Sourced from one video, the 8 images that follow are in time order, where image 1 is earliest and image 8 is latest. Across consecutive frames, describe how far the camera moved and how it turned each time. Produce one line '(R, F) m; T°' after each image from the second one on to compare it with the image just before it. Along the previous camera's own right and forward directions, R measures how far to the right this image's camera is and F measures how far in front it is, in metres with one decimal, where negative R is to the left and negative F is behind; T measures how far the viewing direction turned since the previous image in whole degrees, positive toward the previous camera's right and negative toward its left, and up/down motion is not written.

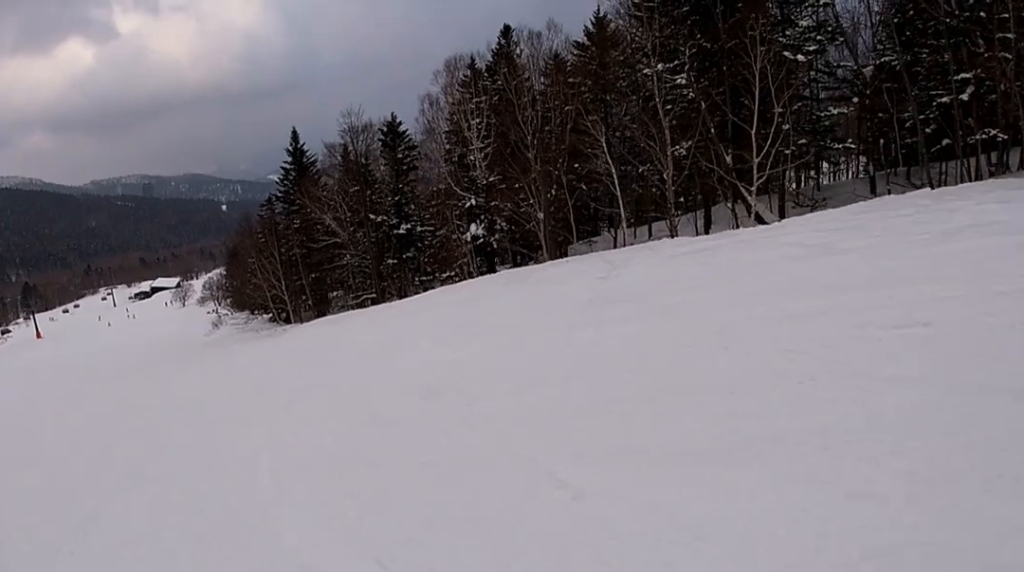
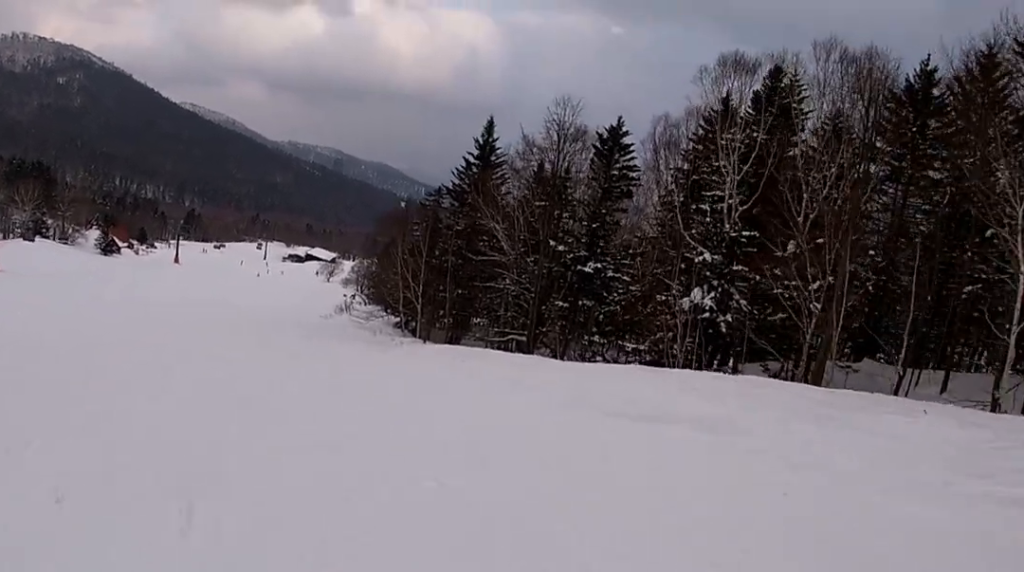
(0.0, +12.3) m; -10°
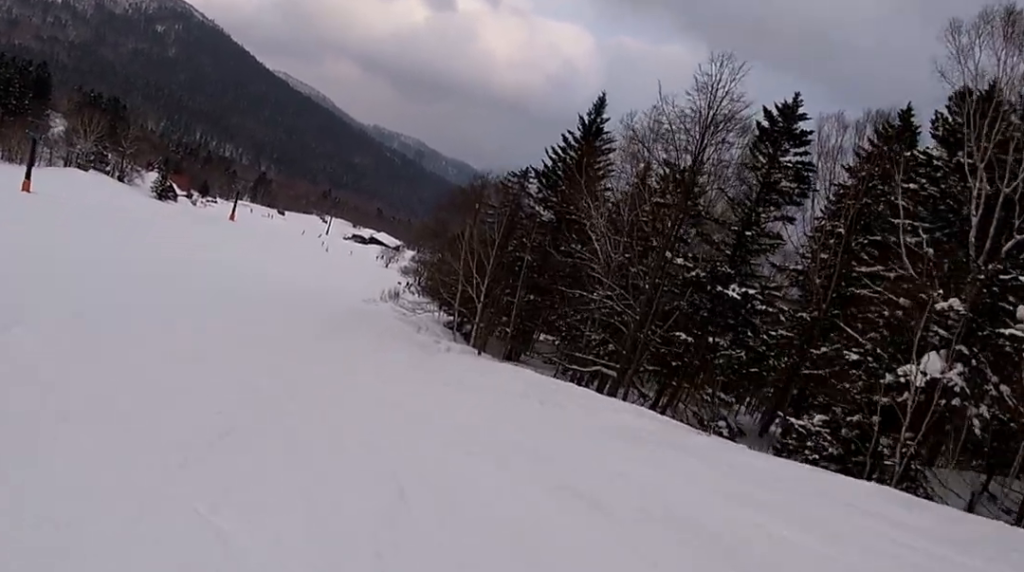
(-1.8, +10.9) m; -22°
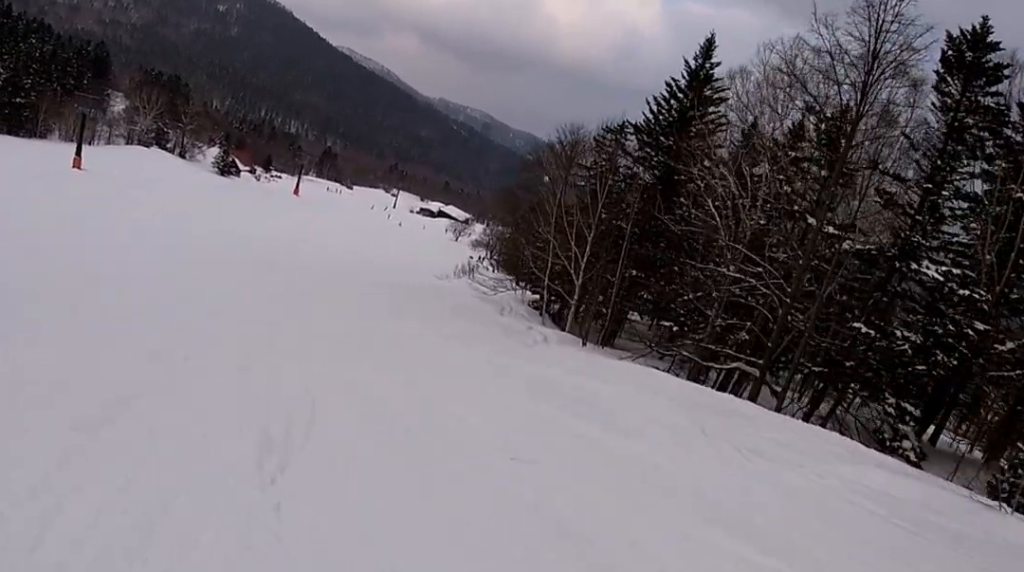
(-1.2, +6.3) m; -8°
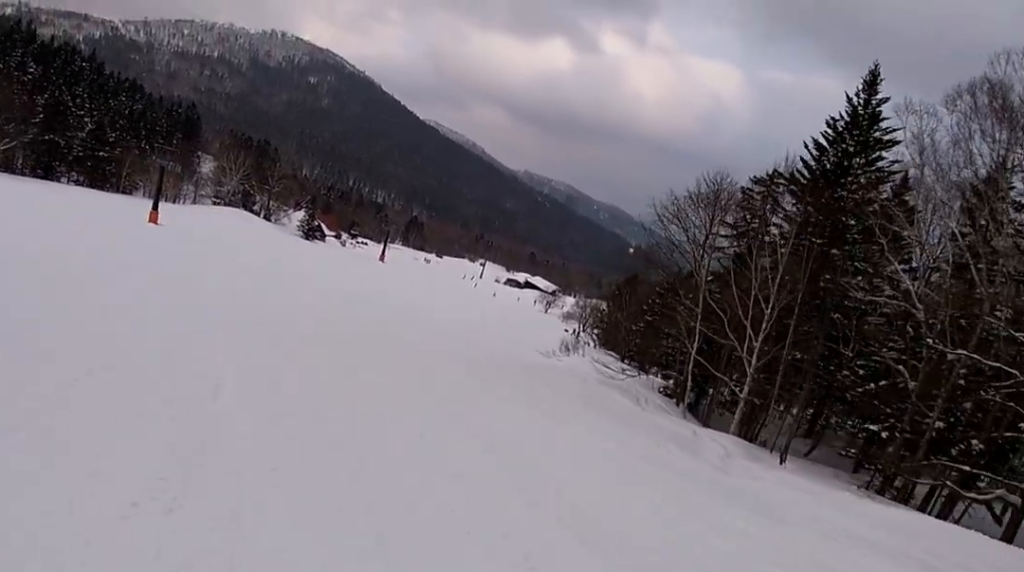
(-0.9, +7.7) m; -7°
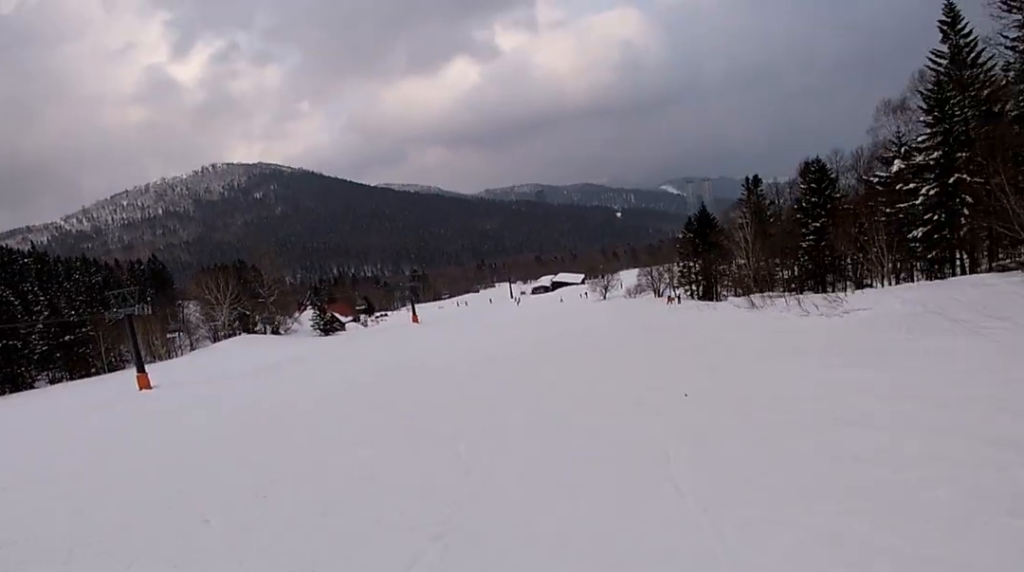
(0.0, +22.0) m; +12°
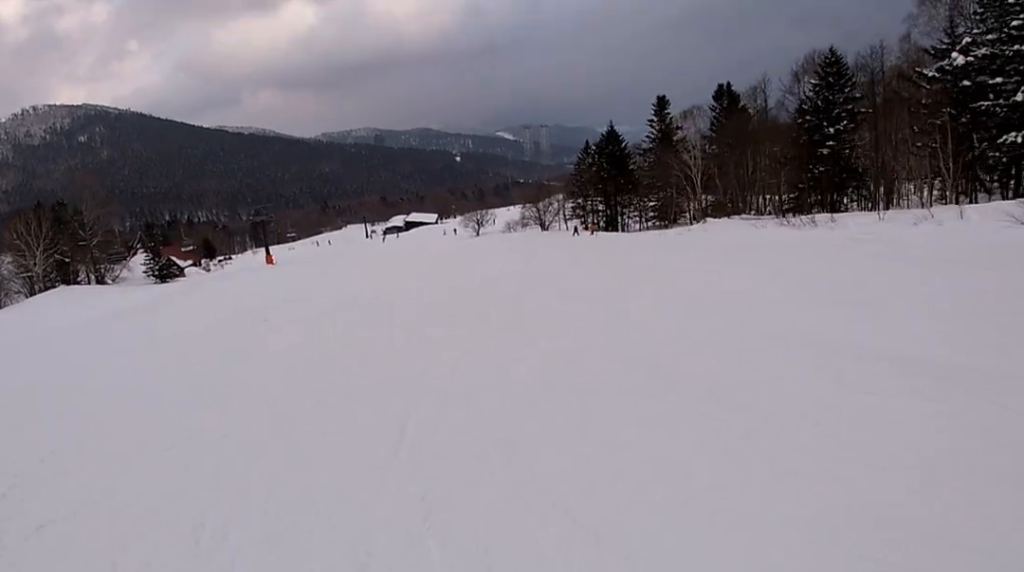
(+4.0, +17.5) m; +18°
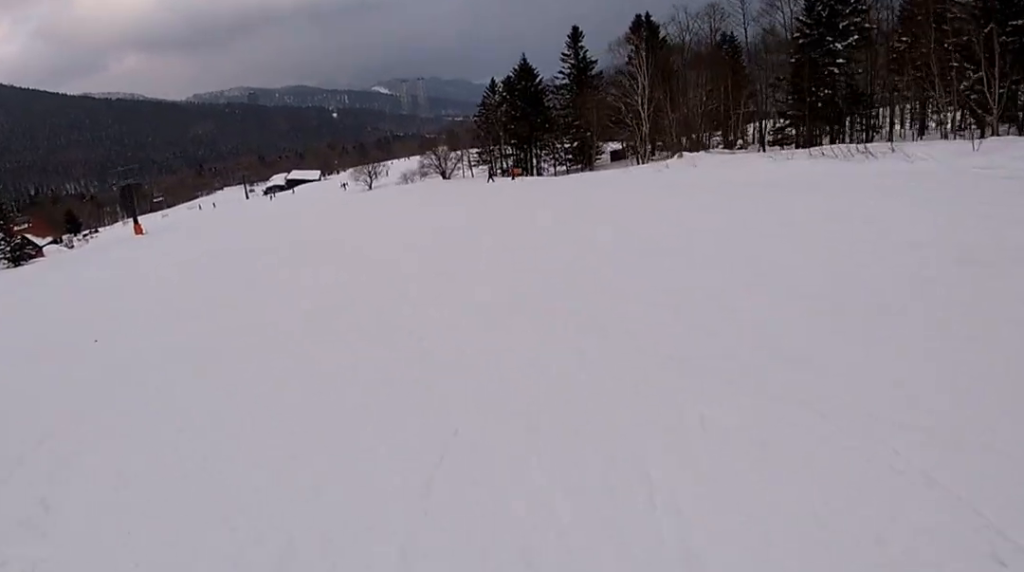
(-0.3, +11.1) m; +9°
